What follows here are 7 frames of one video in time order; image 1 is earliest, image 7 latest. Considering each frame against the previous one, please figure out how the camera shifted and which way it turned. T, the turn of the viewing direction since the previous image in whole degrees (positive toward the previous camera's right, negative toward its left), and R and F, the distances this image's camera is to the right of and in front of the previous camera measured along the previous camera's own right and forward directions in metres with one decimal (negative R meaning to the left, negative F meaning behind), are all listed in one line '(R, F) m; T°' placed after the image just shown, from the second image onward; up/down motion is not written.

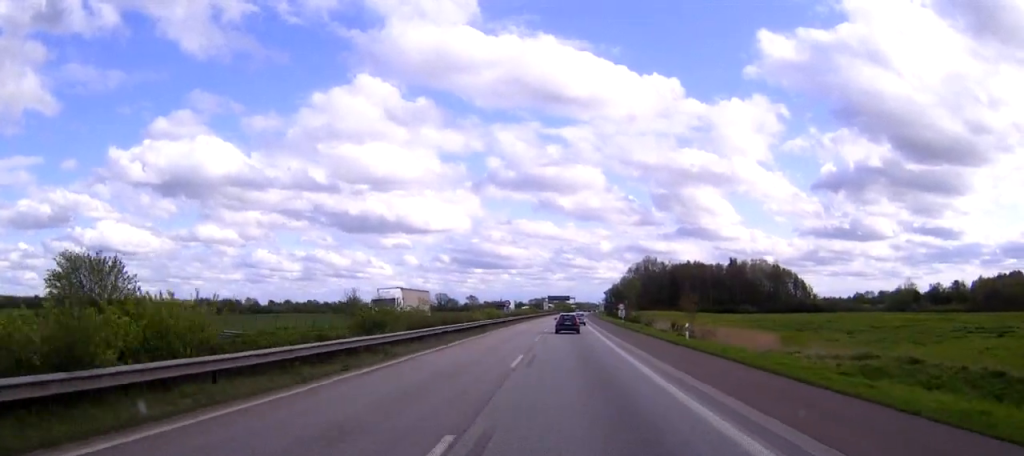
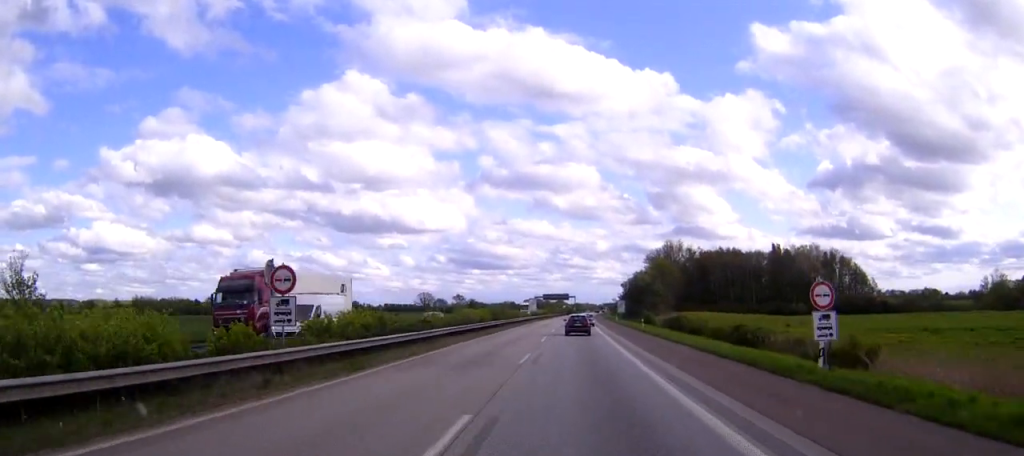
(+0.4, +69.6) m; 0°
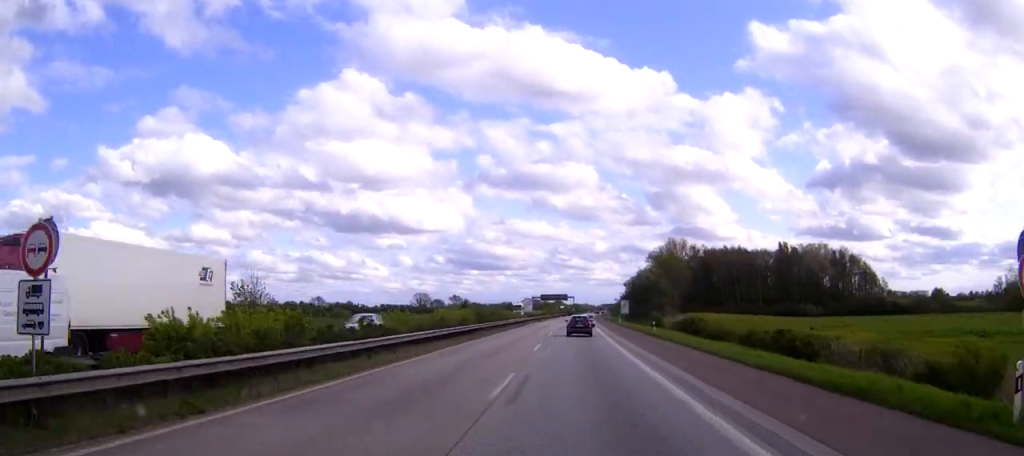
(0.0, +9.7) m; 0°
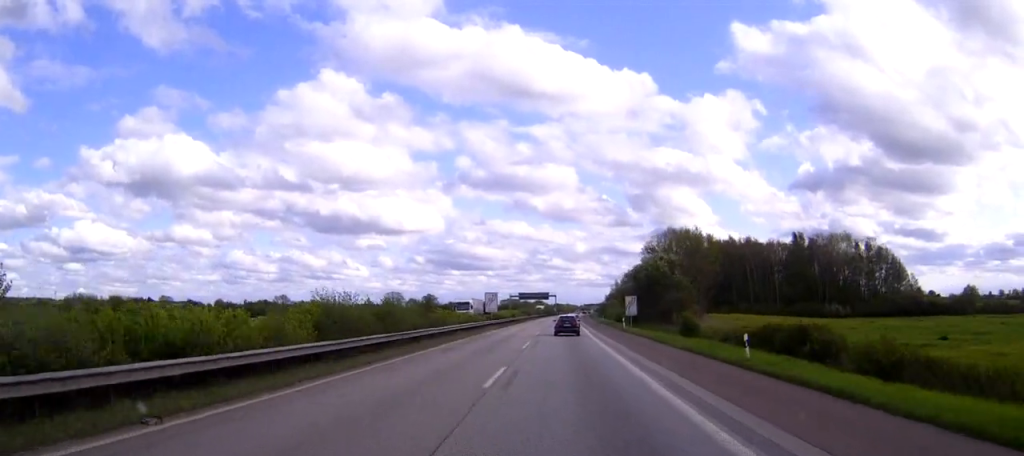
(+0.3, +33.5) m; +1°
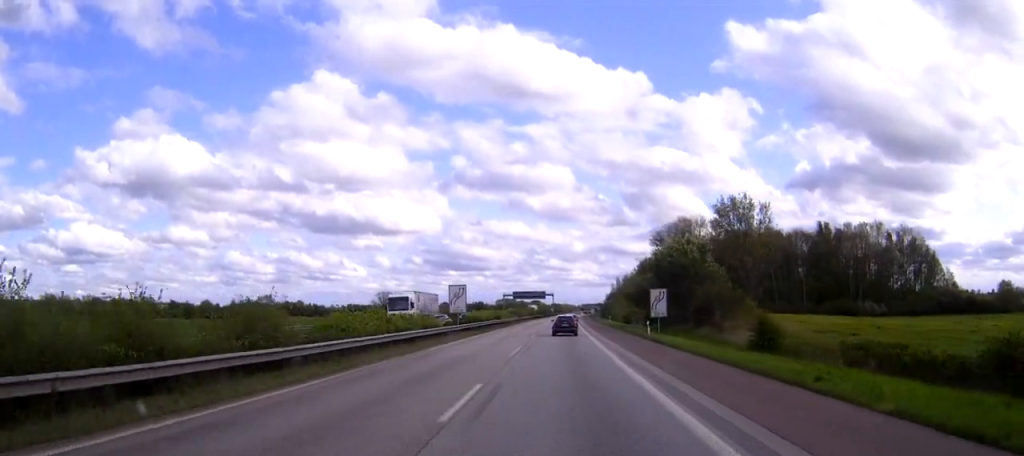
(+0.1, +22.8) m; 0°
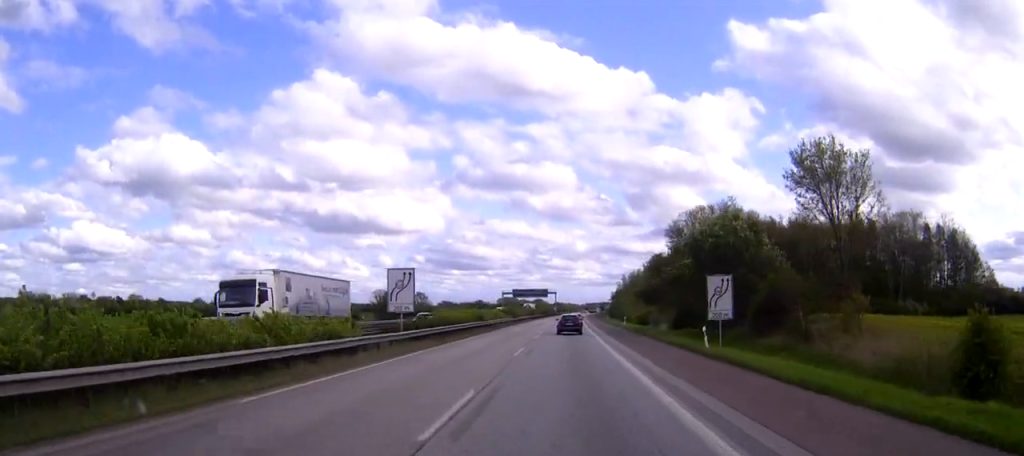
(0.0, +19.7) m; 0°
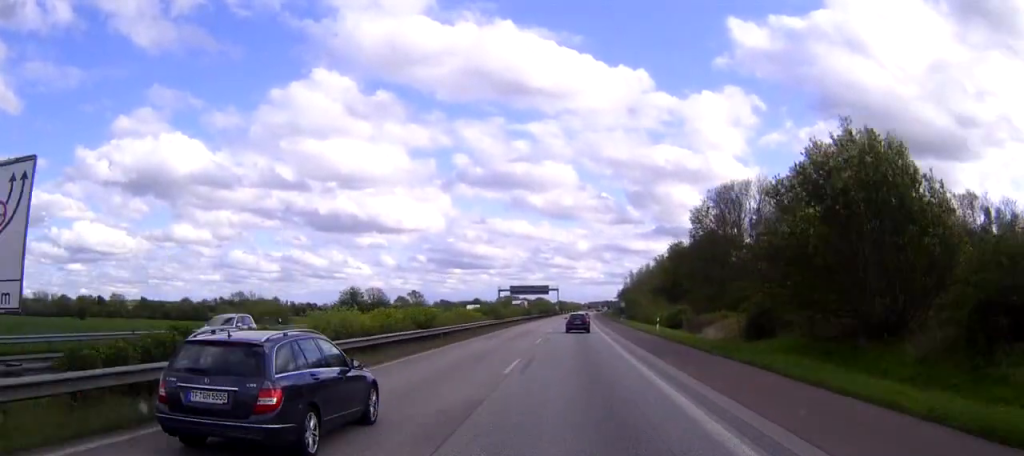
(0.0, +25.9) m; 0°
